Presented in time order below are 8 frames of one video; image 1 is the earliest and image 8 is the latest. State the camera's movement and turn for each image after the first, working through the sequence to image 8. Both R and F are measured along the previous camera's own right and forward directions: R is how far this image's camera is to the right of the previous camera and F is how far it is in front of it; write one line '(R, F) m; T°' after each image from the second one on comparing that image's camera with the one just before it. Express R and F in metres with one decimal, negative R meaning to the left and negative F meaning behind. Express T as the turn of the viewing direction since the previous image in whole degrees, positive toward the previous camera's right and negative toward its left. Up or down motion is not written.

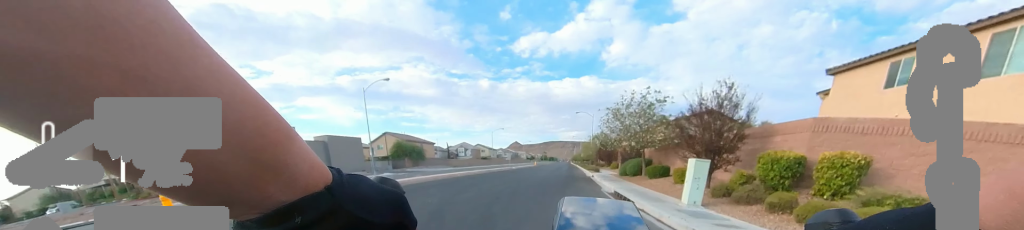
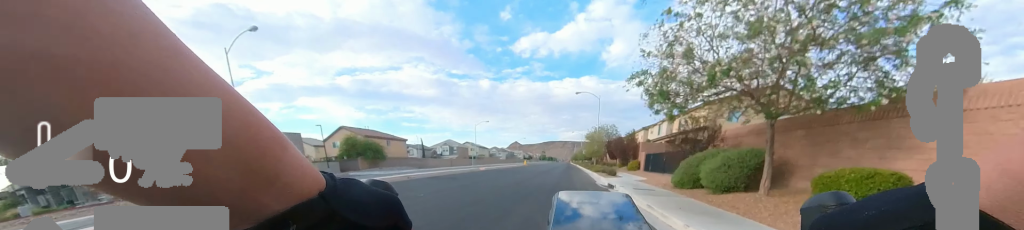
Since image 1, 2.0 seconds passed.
(0.0, +13.3) m; 0°
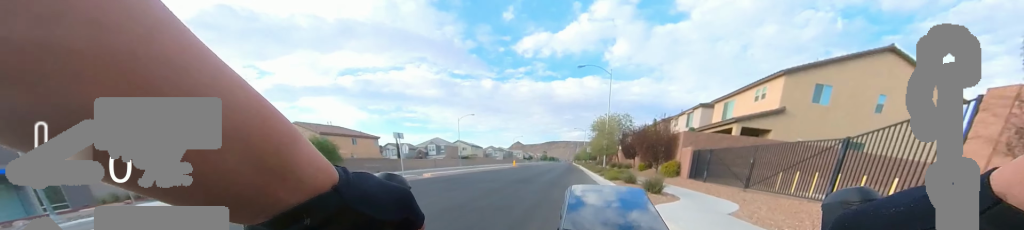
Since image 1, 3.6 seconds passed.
(0.0, +10.9) m; 0°
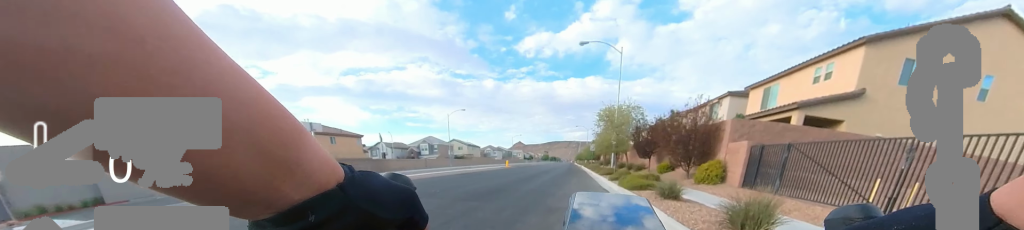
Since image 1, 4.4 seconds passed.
(0.0, +5.4) m; 0°
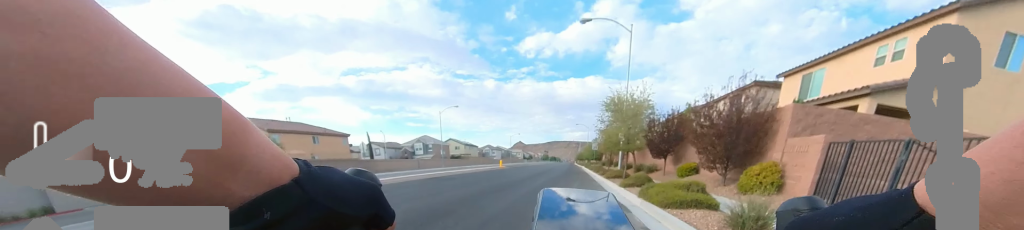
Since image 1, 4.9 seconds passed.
(0.0, +3.5) m; 0°
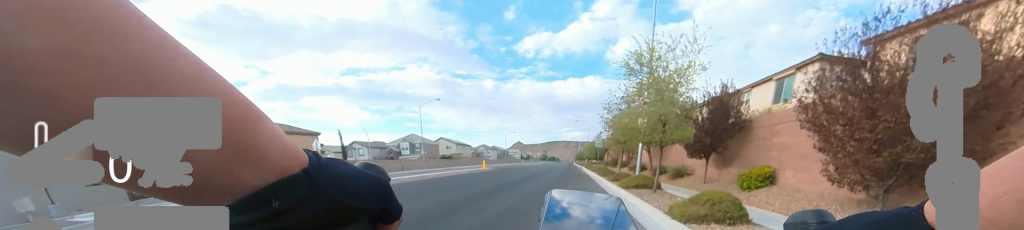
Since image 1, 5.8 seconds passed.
(0.0, +6.0) m; 0°
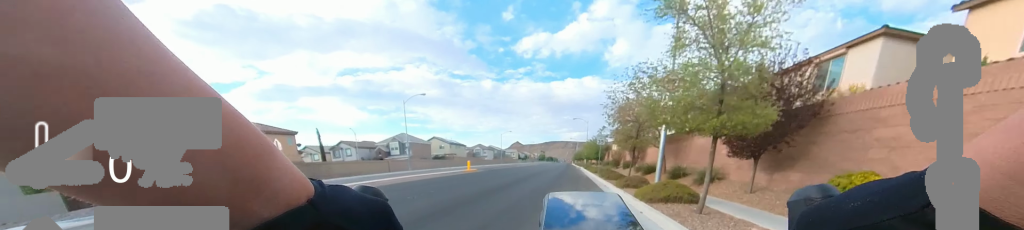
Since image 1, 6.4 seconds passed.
(0.0, +3.5) m; 0°
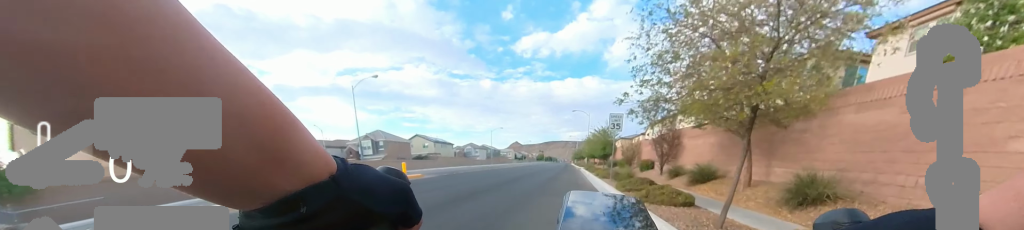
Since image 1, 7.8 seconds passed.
(0.0, +8.8) m; 0°
